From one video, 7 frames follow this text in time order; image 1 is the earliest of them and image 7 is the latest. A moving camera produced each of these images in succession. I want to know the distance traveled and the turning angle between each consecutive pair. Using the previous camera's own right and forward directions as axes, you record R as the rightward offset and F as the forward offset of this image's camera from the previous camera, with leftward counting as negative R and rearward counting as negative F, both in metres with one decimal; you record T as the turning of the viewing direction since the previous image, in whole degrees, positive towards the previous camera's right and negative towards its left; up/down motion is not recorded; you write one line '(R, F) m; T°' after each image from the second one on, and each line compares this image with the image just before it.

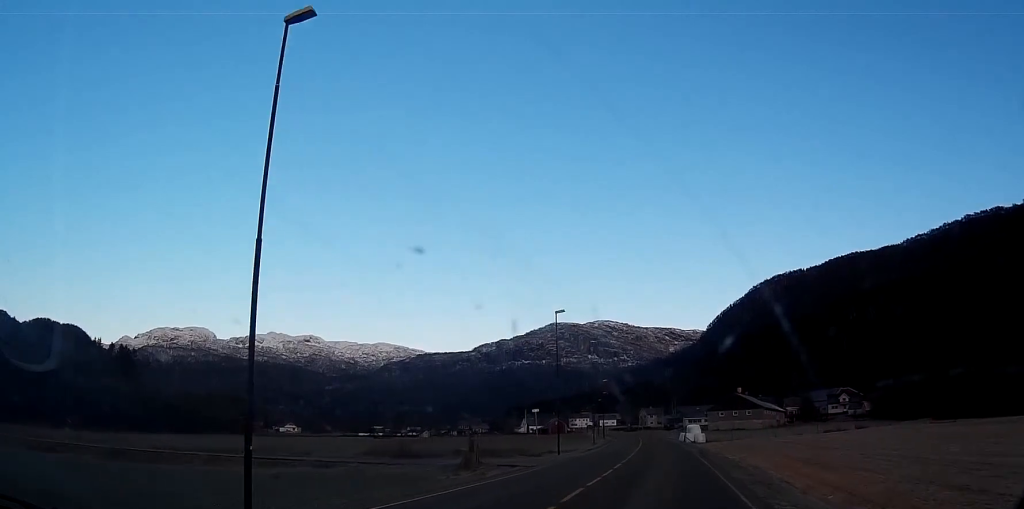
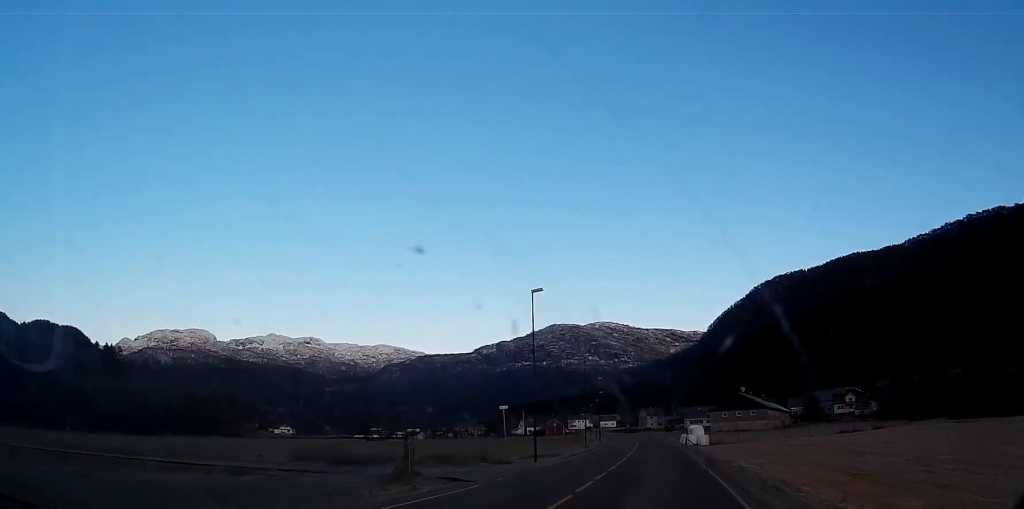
(-0.1, +8.8) m; -1°
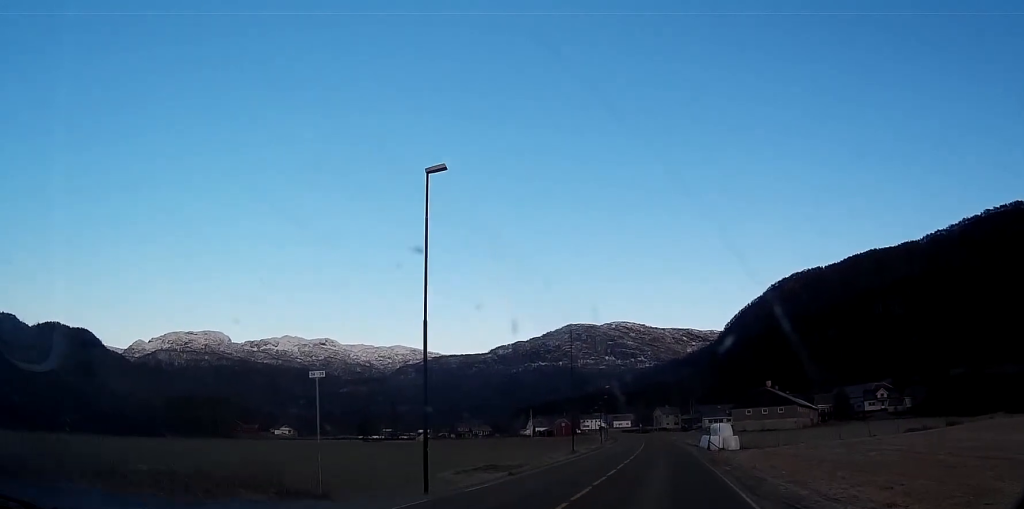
(-0.3, +21.7) m; -2°
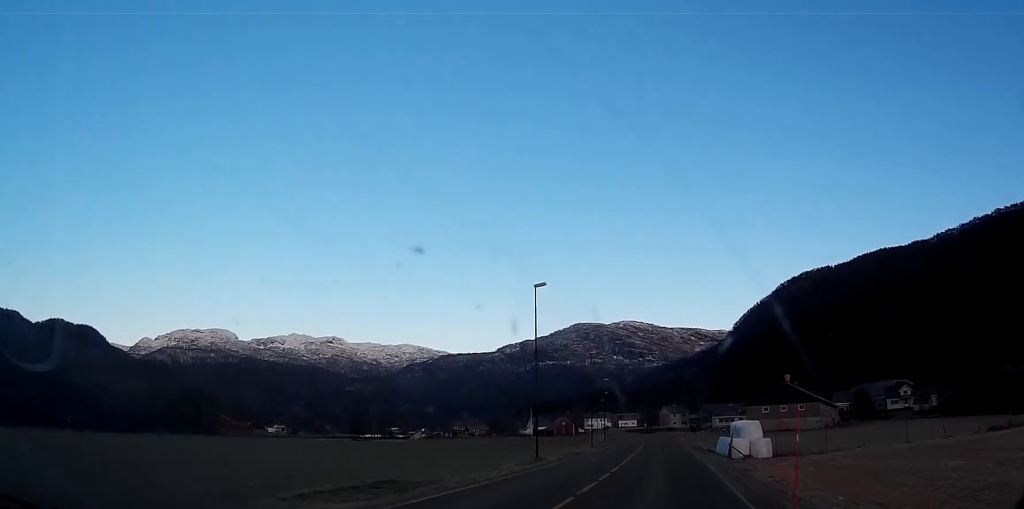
(-0.3, +18.1) m; 0°
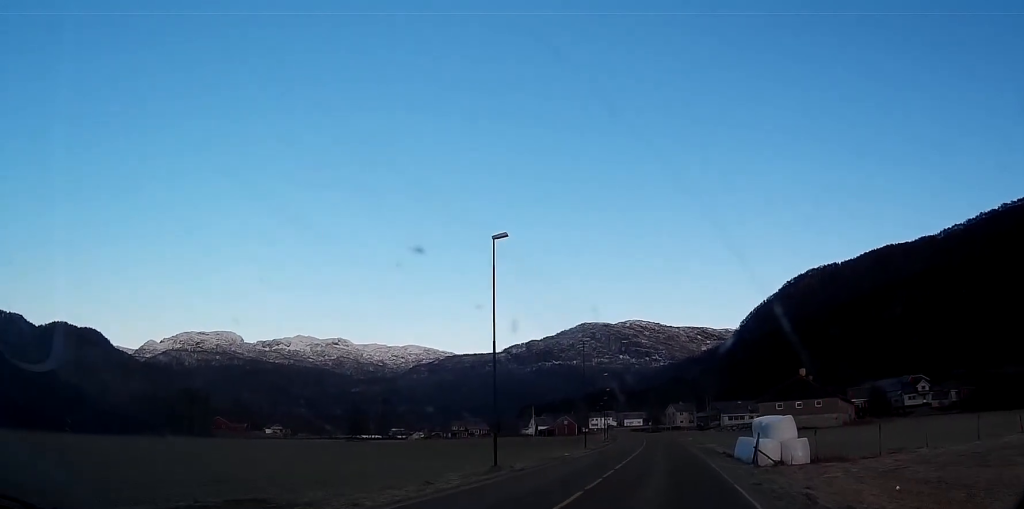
(0.0, +11.0) m; 0°
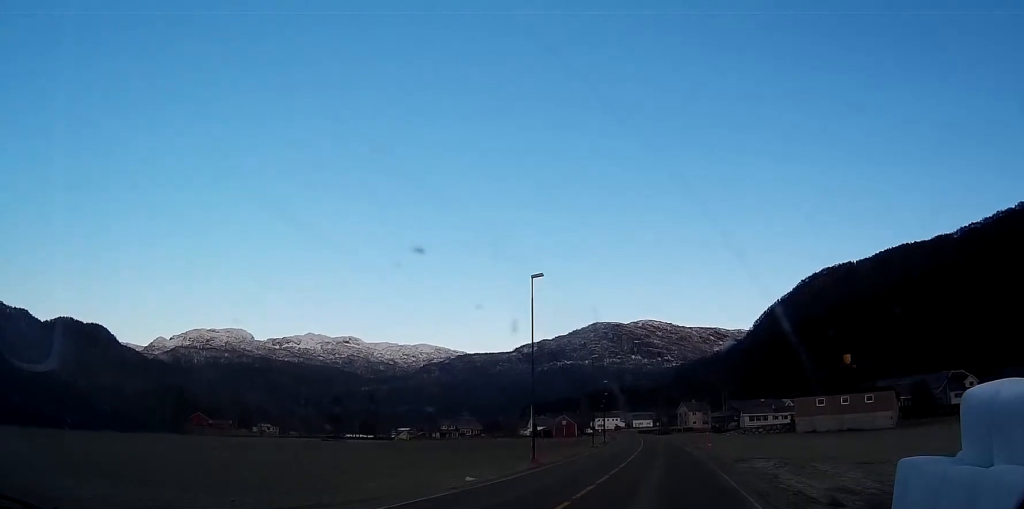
(+0.1, +28.1) m; 0°
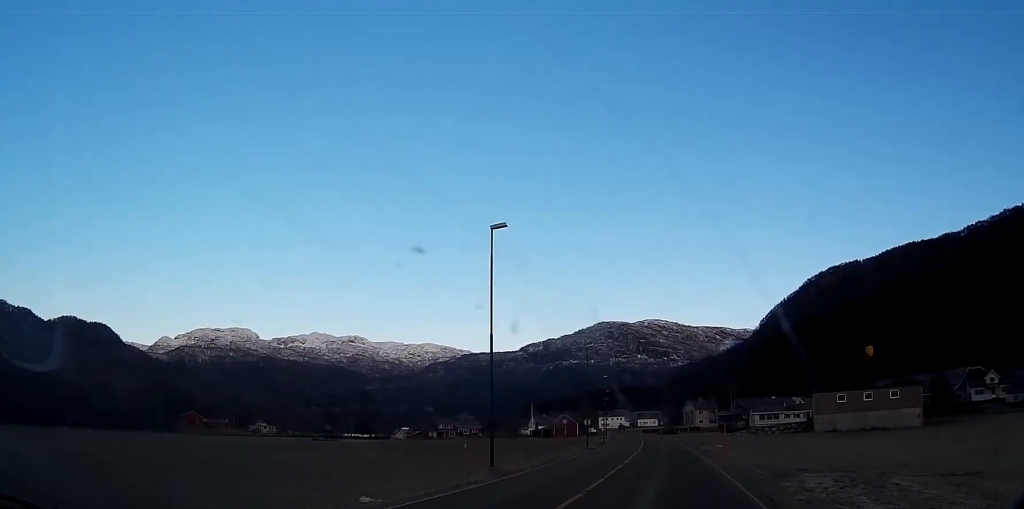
(0.0, +9.5) m; 0°
